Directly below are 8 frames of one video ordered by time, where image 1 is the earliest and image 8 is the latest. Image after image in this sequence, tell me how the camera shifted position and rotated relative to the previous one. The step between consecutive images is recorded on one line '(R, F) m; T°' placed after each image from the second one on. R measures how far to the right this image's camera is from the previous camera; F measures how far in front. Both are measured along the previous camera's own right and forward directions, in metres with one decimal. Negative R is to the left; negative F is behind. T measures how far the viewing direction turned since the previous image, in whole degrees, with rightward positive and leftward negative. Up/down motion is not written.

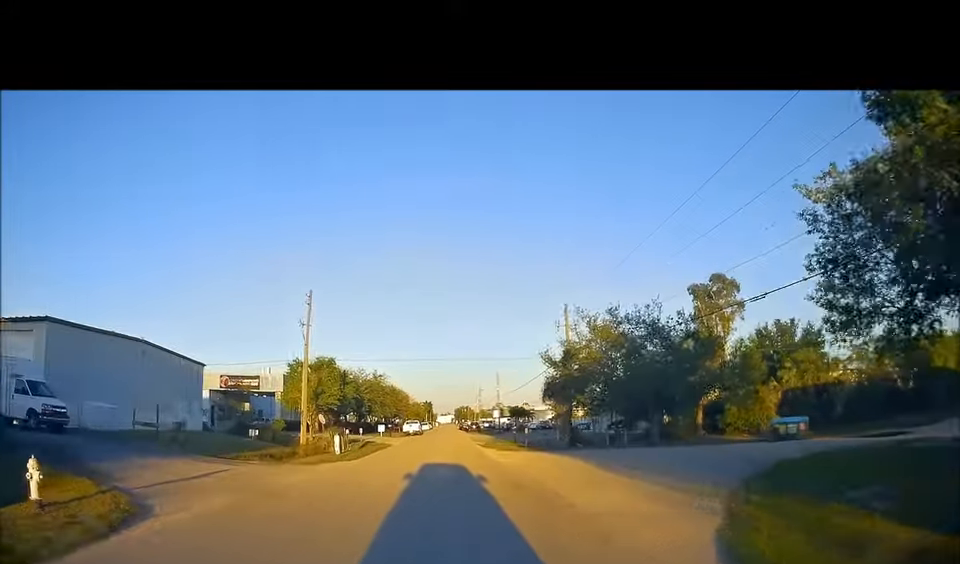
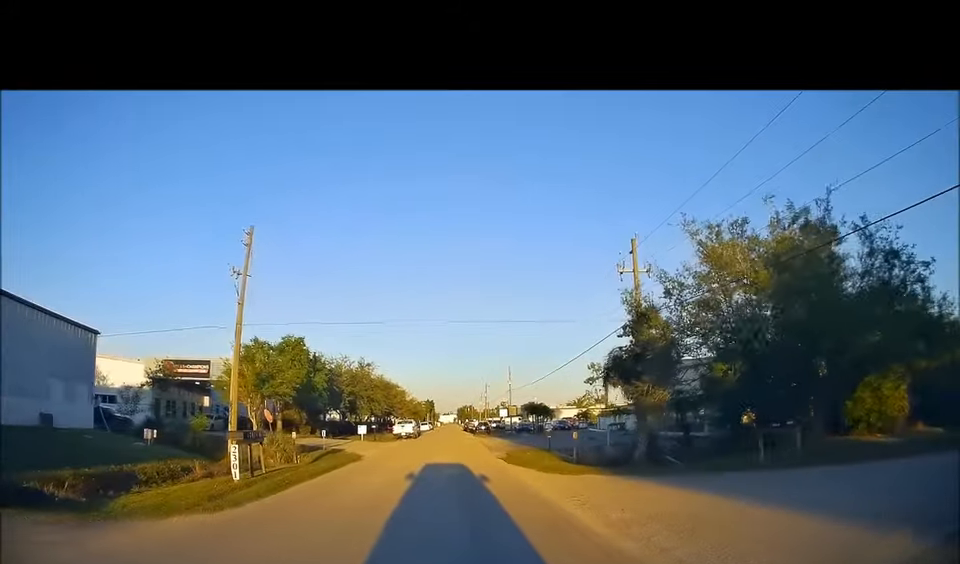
(-0.5, +14.8) m; -1°
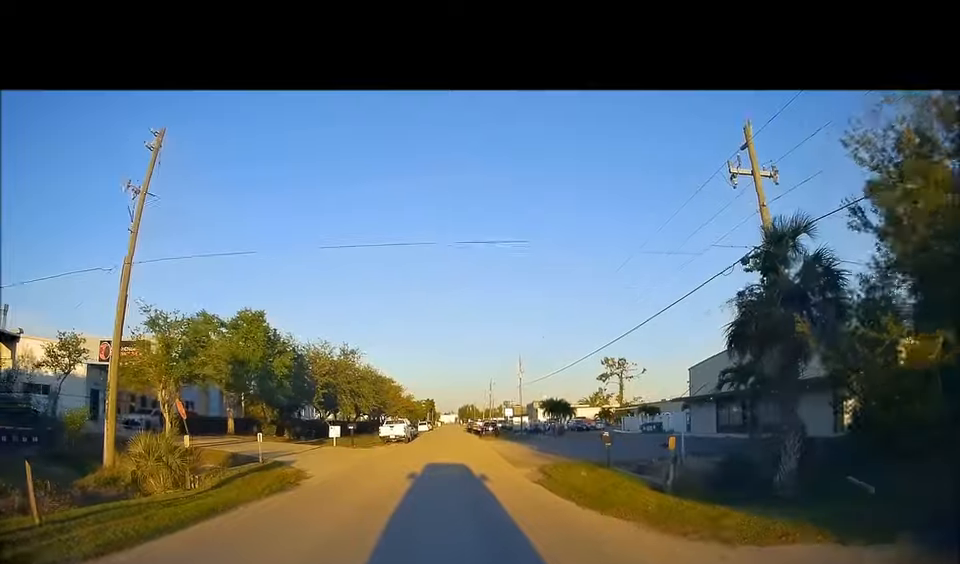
(+0.3, +11.5) m; +1°
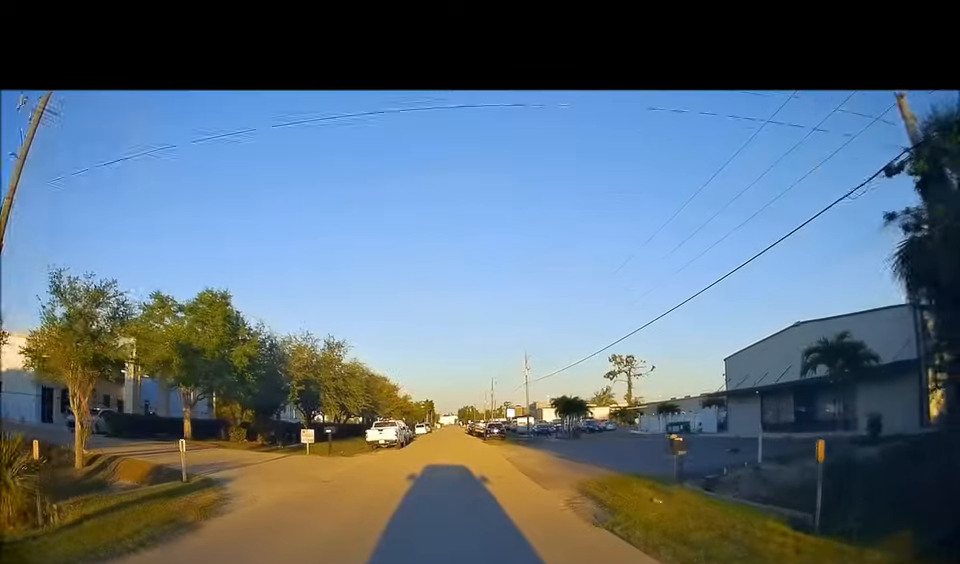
(+0.2, +6.7) m; 0°
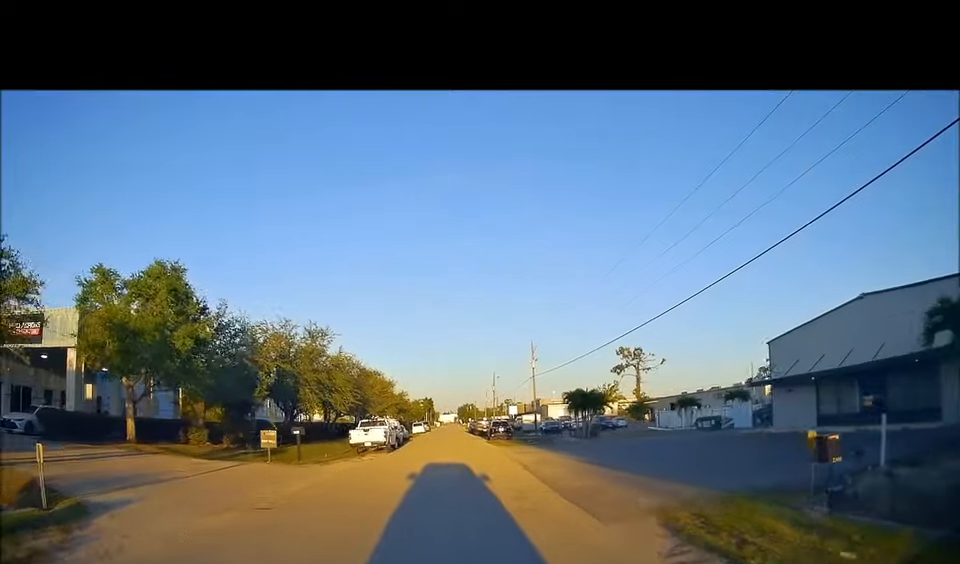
(-0.3, +6.1) m; -2°
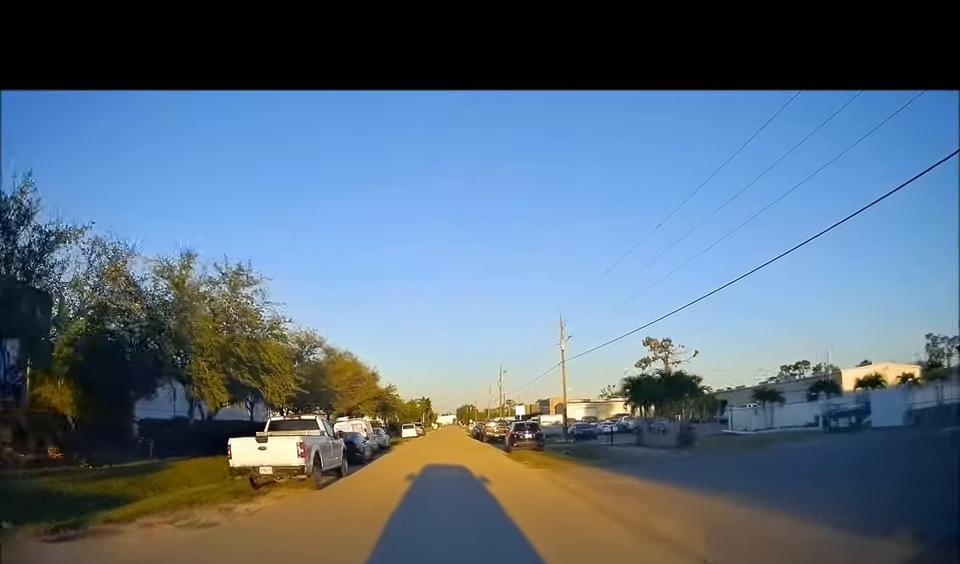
(-0.3, +16.5) m; 0°
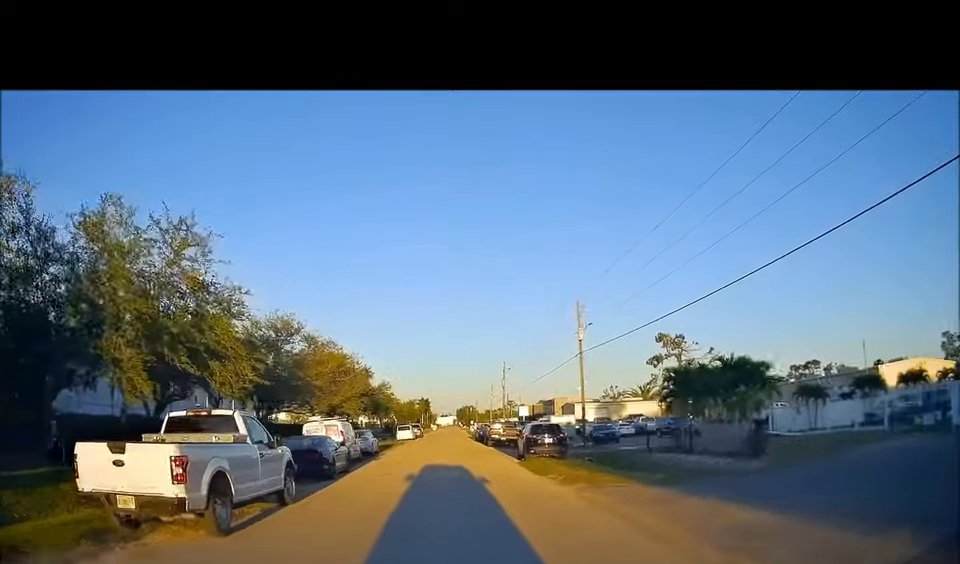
(-0.1, +6.1) m; +2°
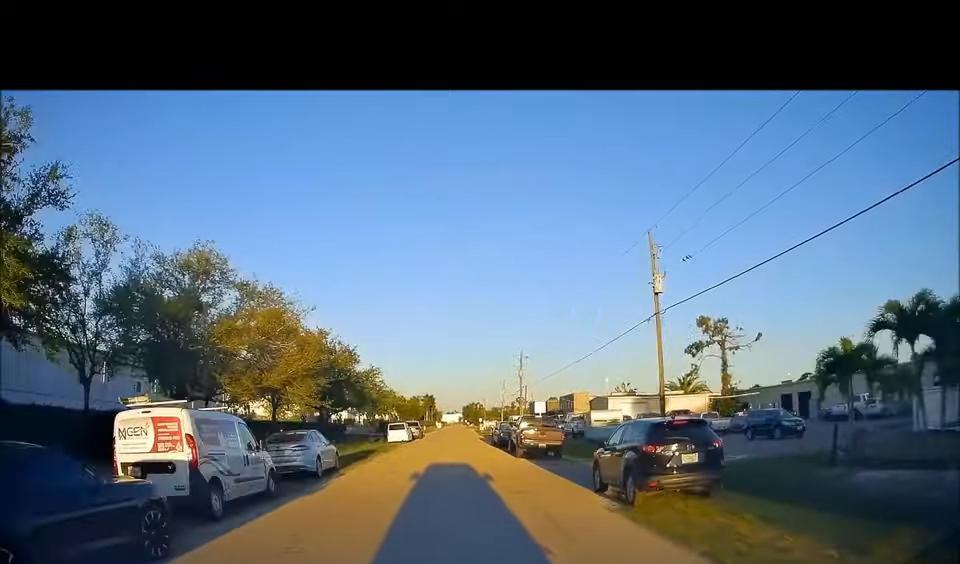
(+0.7, +13.9) m; +4°
